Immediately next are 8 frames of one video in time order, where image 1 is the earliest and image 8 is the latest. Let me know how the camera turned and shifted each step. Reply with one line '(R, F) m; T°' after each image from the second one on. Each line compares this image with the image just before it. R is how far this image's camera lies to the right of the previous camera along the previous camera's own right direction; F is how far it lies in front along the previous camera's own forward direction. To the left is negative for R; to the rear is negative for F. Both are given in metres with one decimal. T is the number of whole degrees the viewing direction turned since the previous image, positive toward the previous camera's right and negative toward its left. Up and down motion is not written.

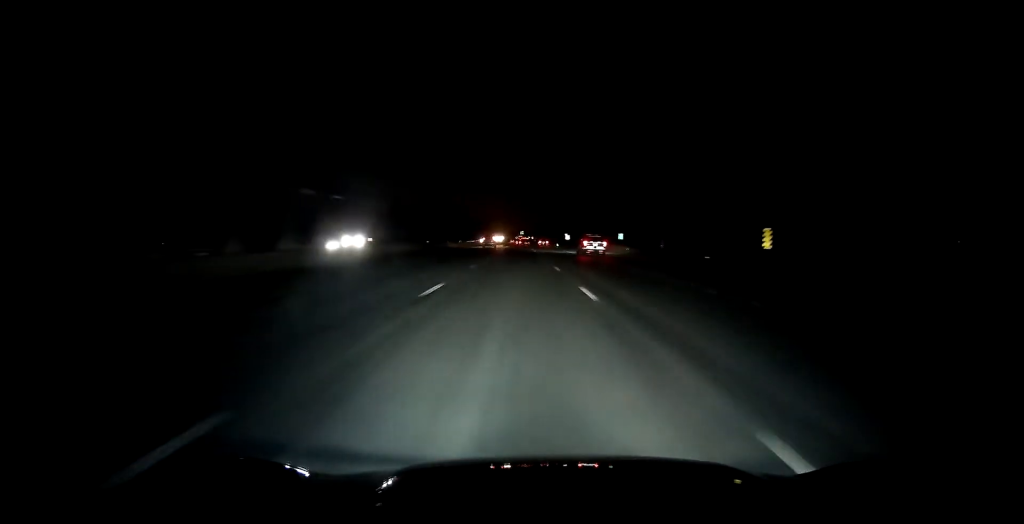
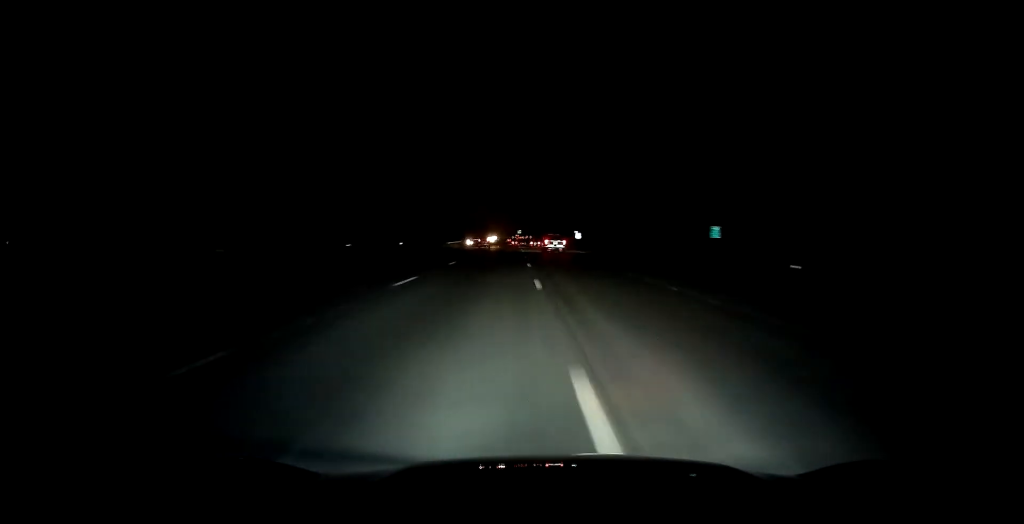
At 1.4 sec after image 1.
(-0.2, +46.7) m; -1°
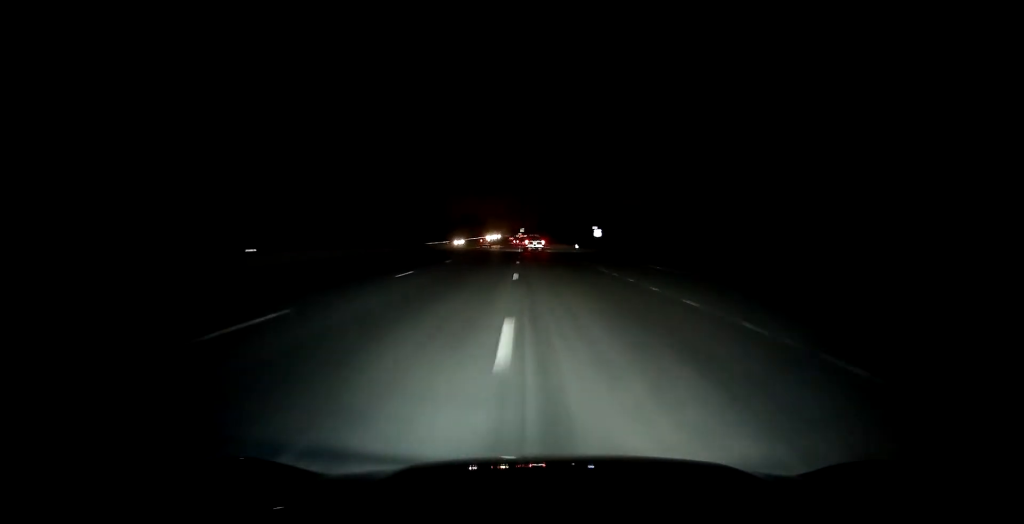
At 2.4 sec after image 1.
(-0.1, +33.5) m; 0°
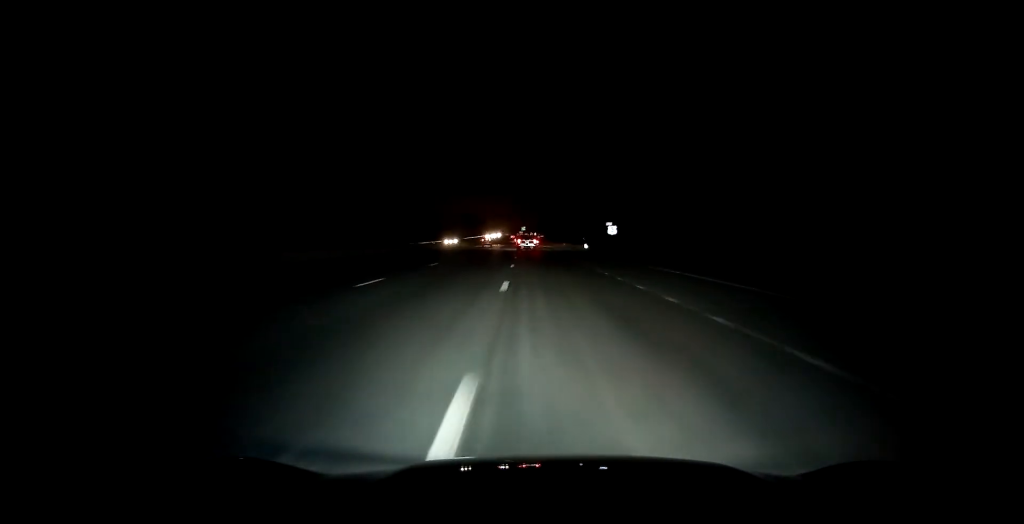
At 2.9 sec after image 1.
(+0.1, +16.7) m; 0°
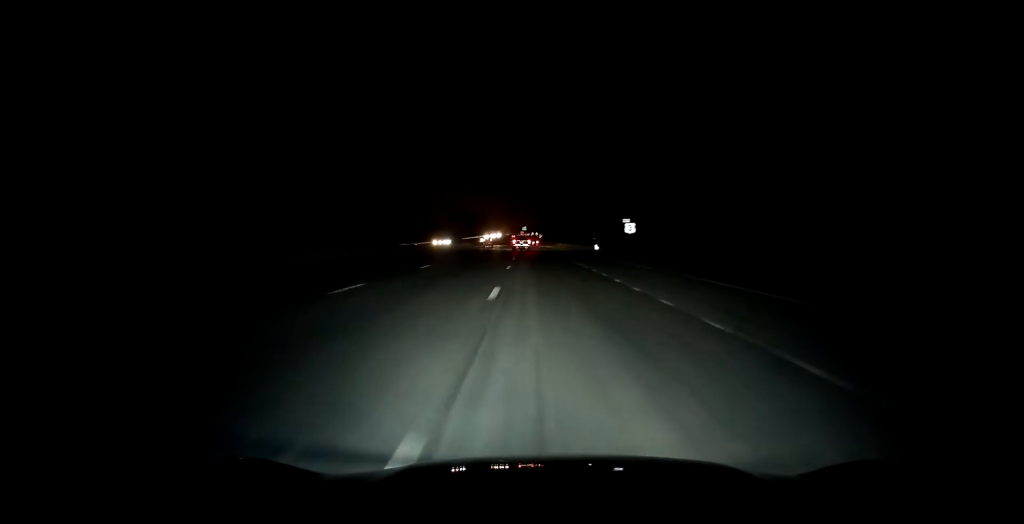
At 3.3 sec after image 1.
(-0.1, +14.6) m; 0°
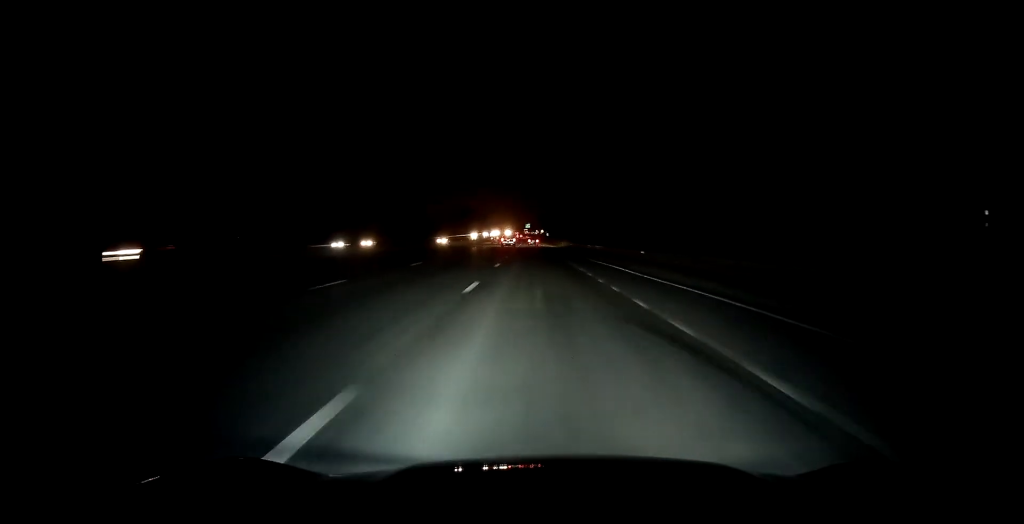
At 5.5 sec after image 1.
(-1.0, +73.3) m; -1°
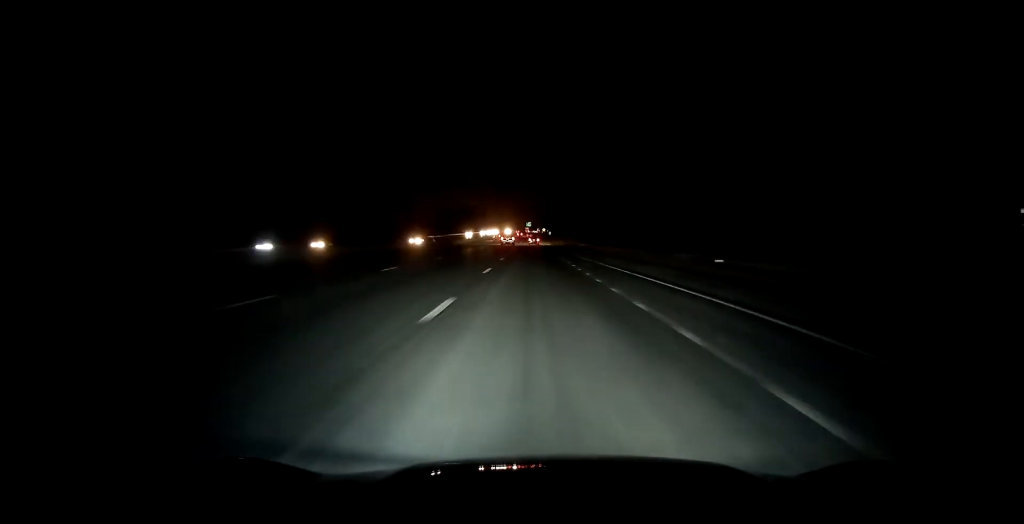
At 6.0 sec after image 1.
(-0.1, +17.0) m; 0°
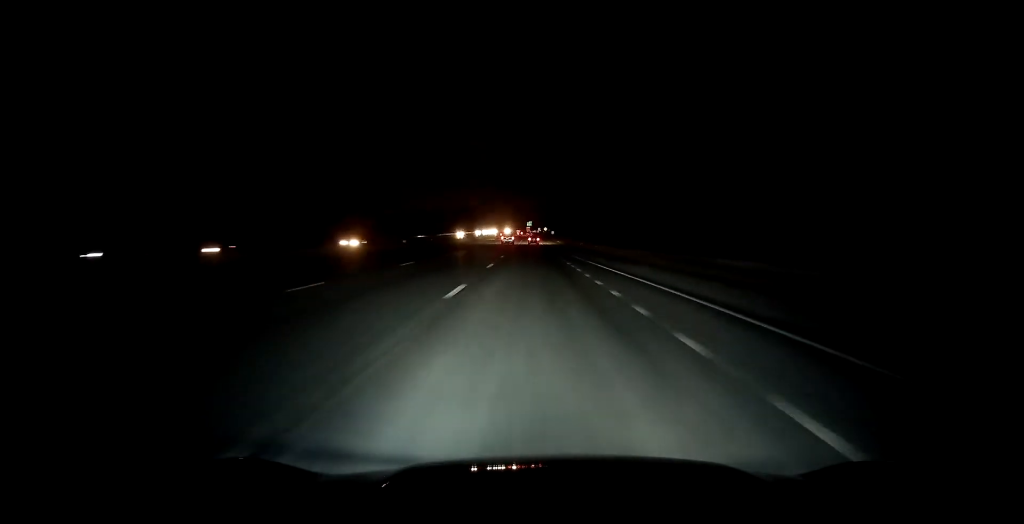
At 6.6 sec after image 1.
(+0.2, +20.4) m; 0°
